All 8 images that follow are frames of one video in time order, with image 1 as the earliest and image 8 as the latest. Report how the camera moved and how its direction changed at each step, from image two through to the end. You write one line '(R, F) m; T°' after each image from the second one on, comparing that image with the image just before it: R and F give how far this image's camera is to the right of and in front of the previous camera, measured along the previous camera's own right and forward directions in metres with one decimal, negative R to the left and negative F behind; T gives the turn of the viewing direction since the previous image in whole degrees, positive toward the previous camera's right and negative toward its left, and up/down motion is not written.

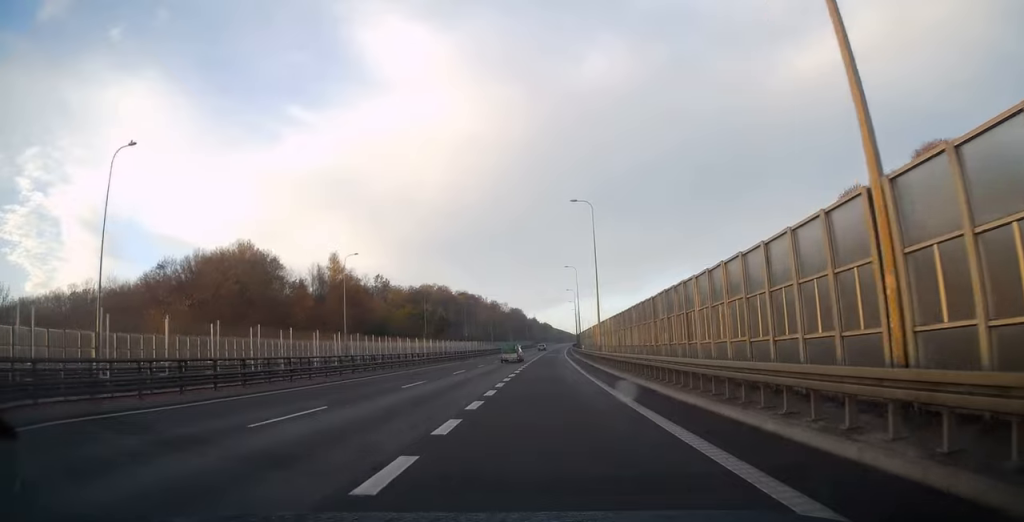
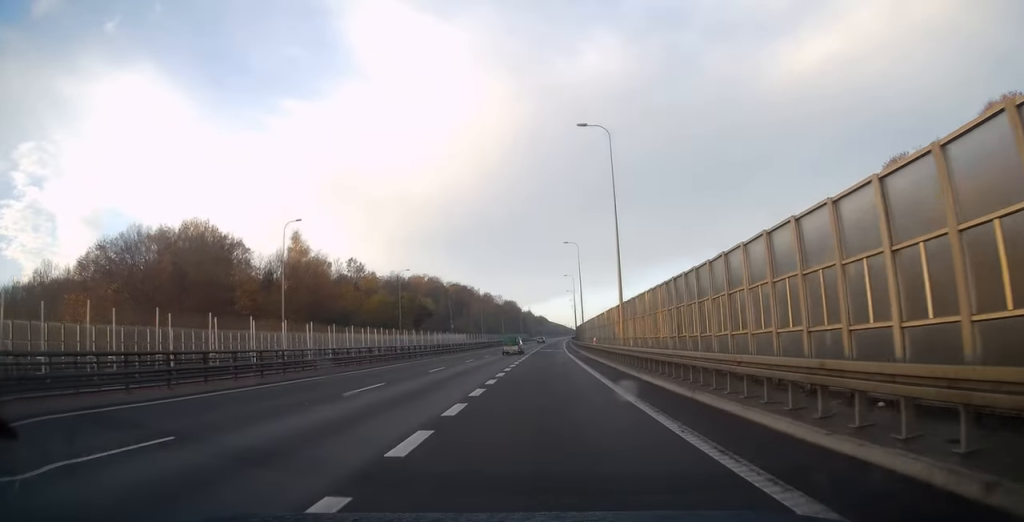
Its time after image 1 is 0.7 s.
(0.0, +18.4) m; 0°
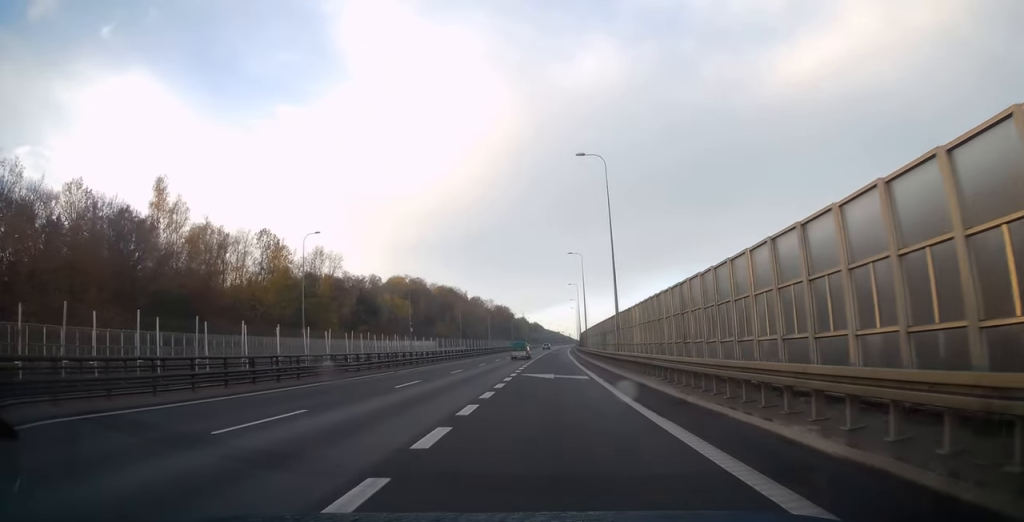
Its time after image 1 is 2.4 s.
(+0.6, +43.3) m; +1°
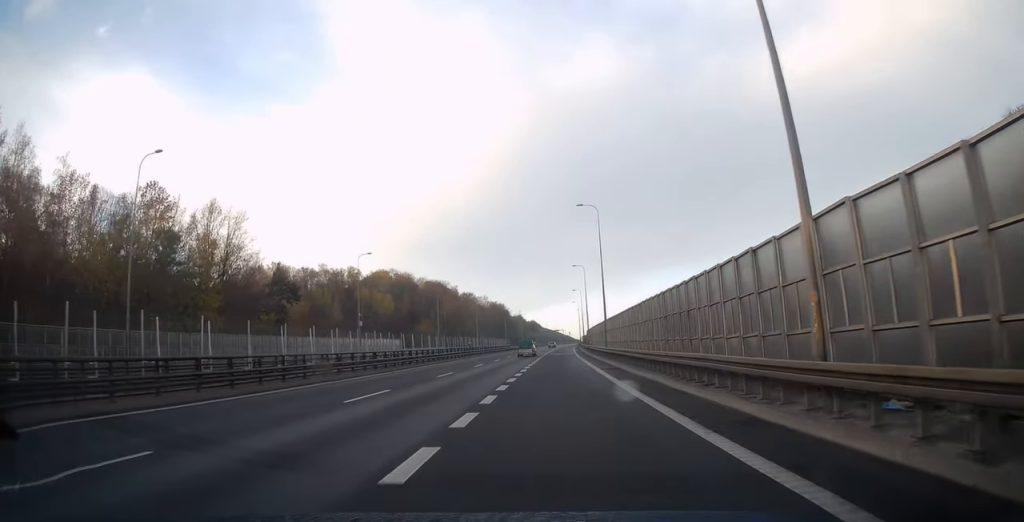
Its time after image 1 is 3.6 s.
(-0.2, +30.4) m; 0°
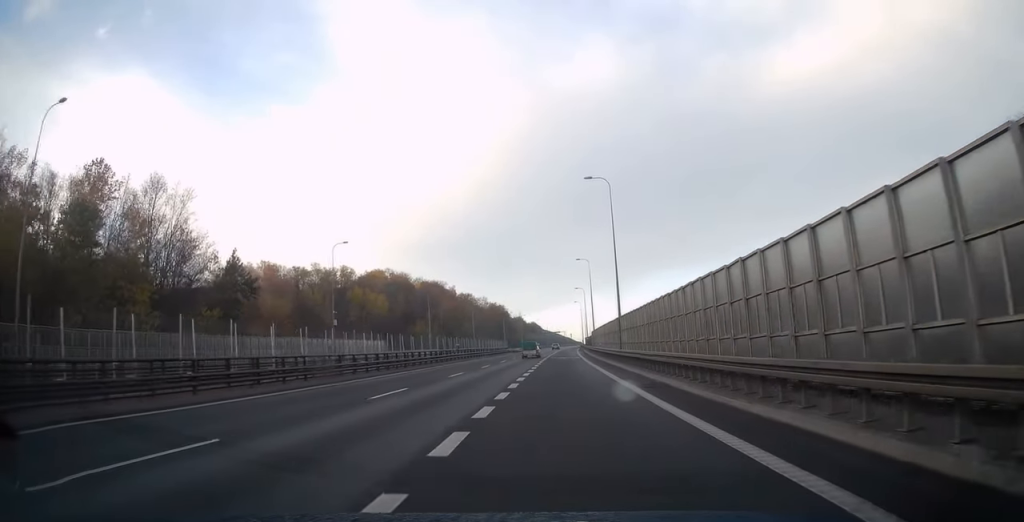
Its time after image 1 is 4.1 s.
(+0.2, +10.6) m; 0°
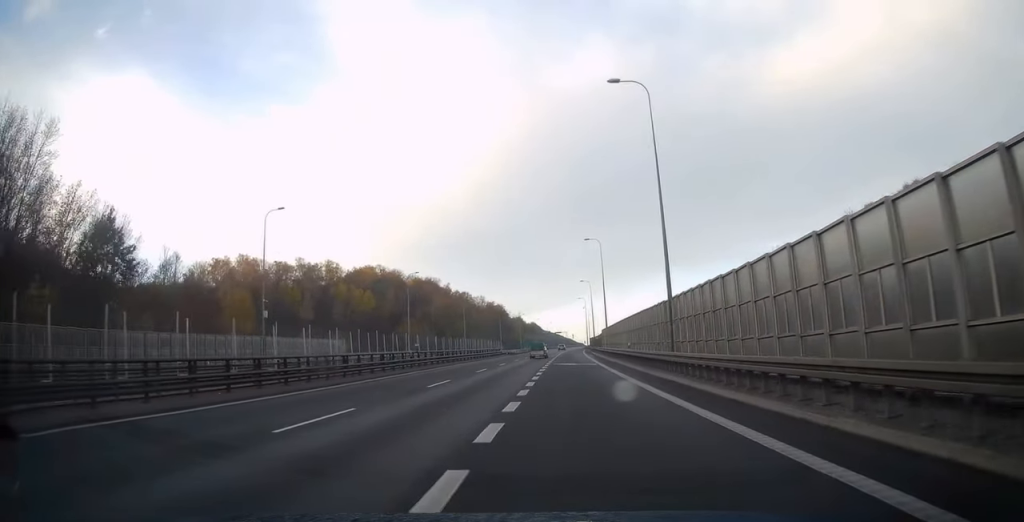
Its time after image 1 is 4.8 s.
(+0.1, +19.0) m; 0°
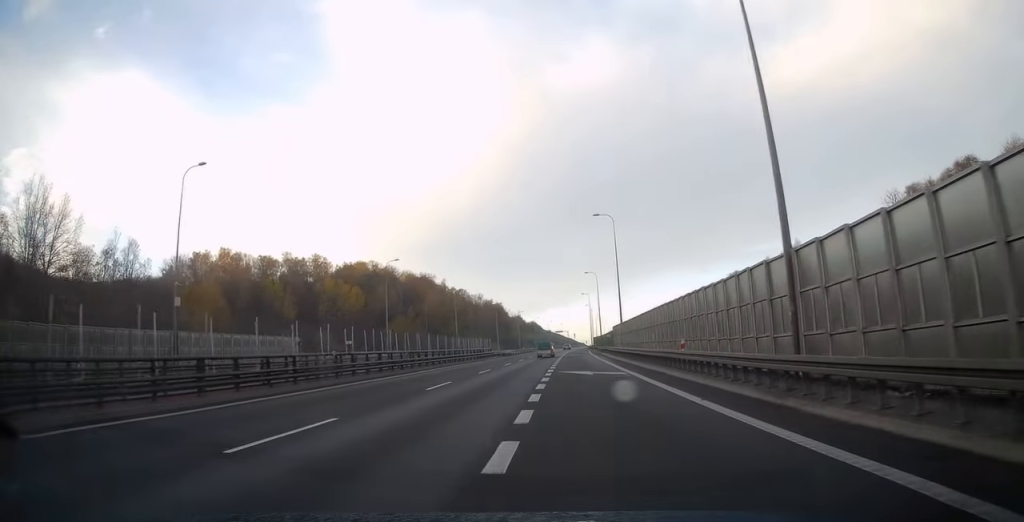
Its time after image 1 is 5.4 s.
(-0.2, +14.4) m; 0°
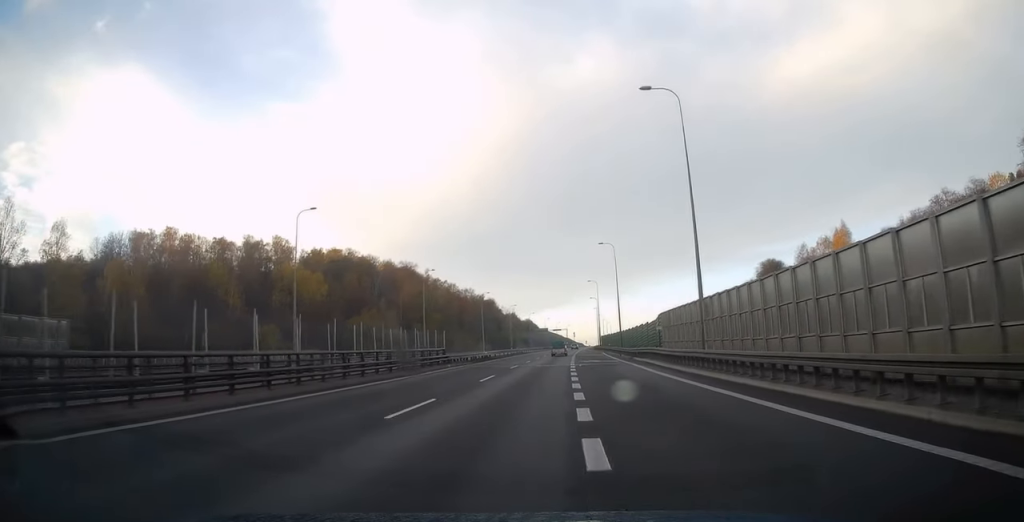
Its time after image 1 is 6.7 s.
(+0.5, +32.4) m; +1°
